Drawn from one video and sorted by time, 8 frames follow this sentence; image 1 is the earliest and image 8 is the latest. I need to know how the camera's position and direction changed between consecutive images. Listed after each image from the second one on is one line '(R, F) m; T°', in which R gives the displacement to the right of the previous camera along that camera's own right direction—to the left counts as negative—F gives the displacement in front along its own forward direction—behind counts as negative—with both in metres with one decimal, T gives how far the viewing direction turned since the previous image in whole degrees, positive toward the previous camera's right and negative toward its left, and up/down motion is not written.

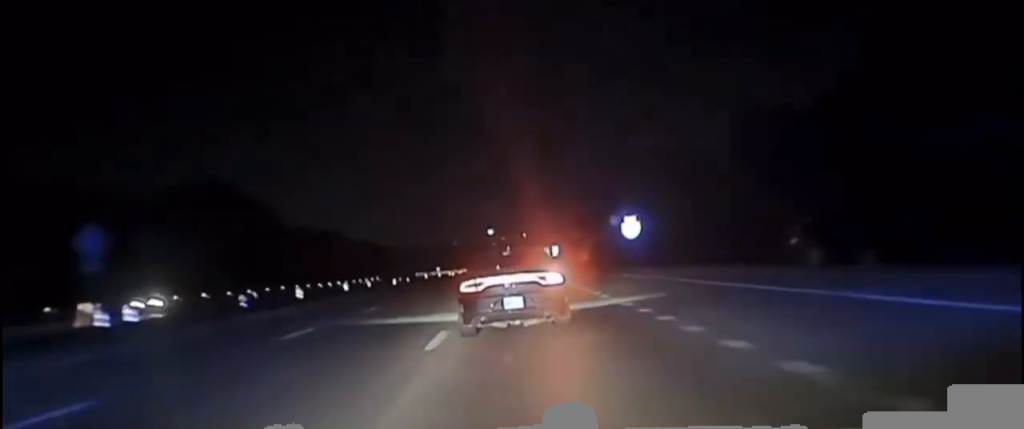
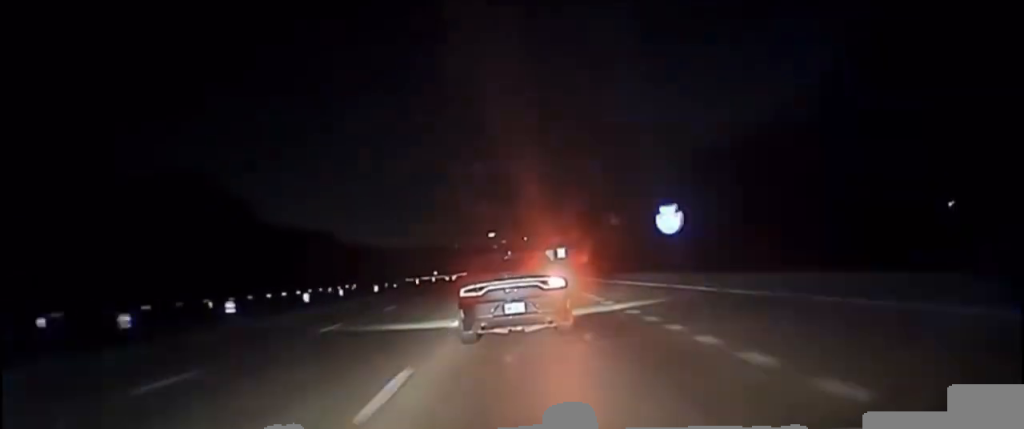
(-0.1, +21.6) m; 0°
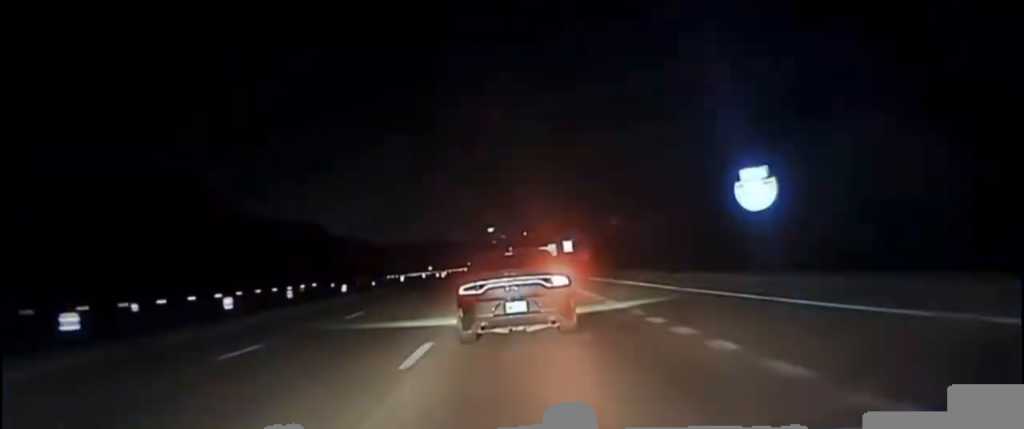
(0.0, +24.7) m; 0°
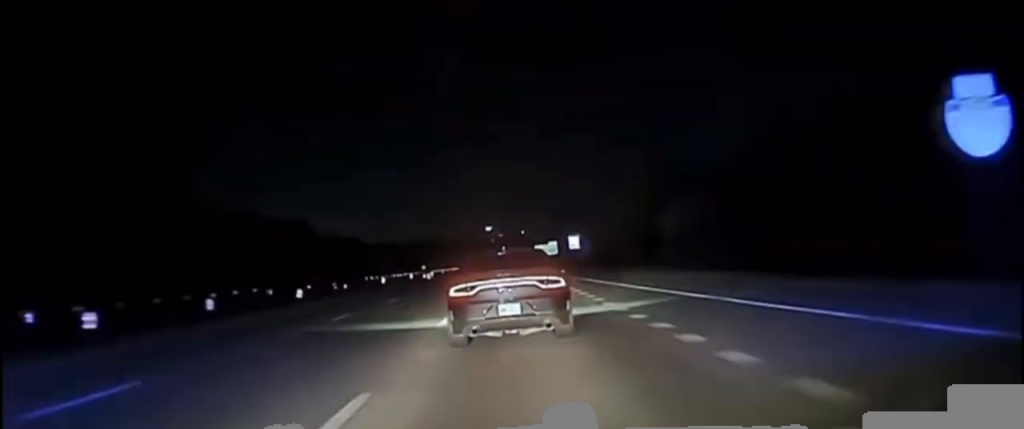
(0.0, +21.4) m; 0°
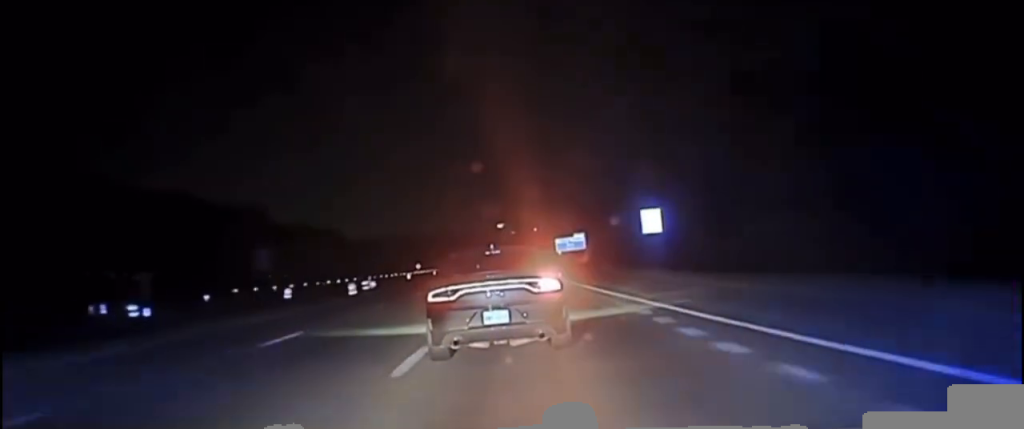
(-0.3, +69.8) m; -1°
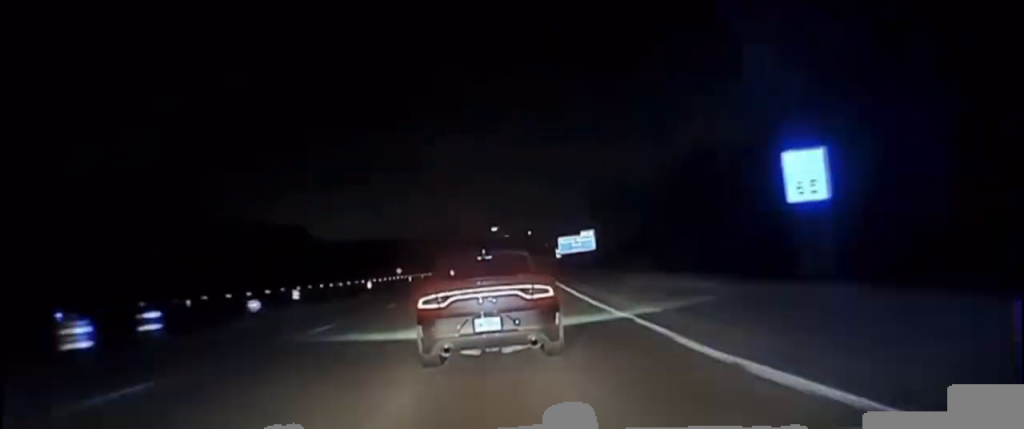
(-0.1, +31.3) m; 0°
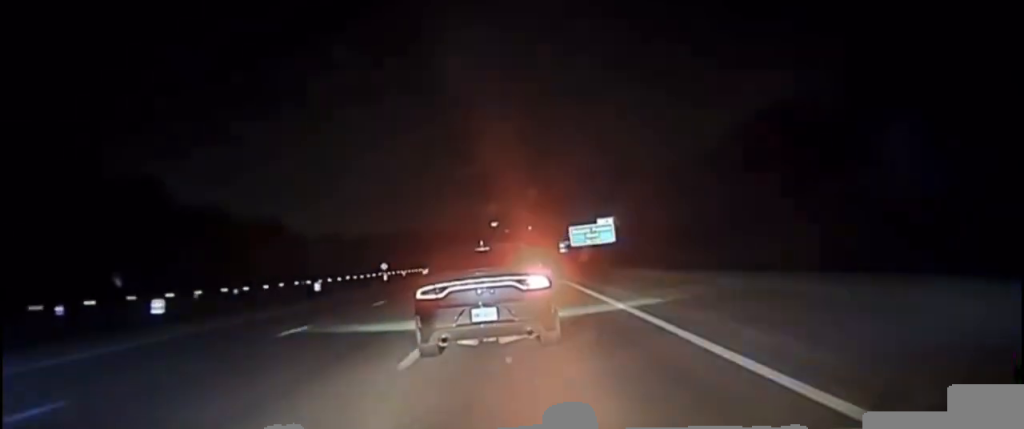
(+0.2, +22.2) m; +1°
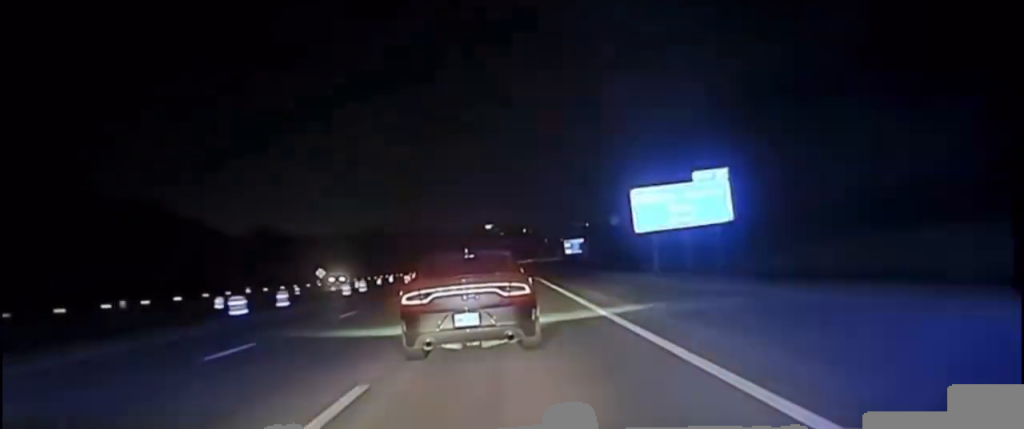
(+0.1, +61.2) m; -1°
